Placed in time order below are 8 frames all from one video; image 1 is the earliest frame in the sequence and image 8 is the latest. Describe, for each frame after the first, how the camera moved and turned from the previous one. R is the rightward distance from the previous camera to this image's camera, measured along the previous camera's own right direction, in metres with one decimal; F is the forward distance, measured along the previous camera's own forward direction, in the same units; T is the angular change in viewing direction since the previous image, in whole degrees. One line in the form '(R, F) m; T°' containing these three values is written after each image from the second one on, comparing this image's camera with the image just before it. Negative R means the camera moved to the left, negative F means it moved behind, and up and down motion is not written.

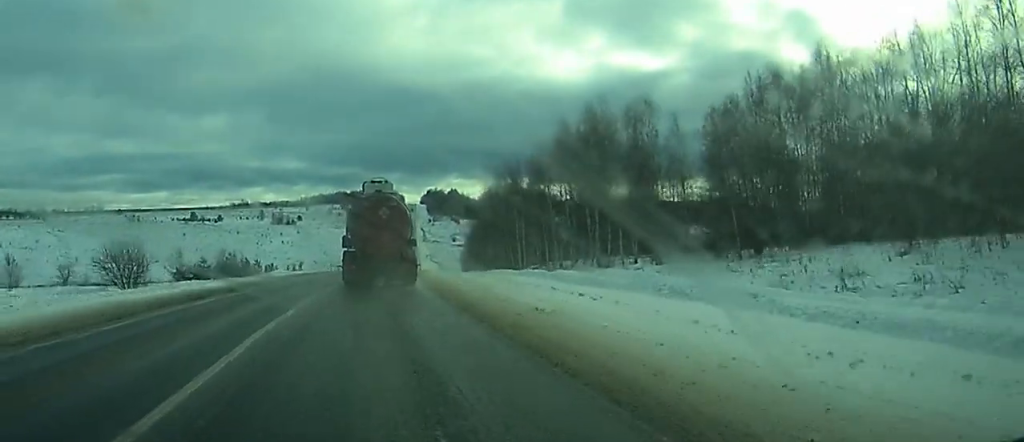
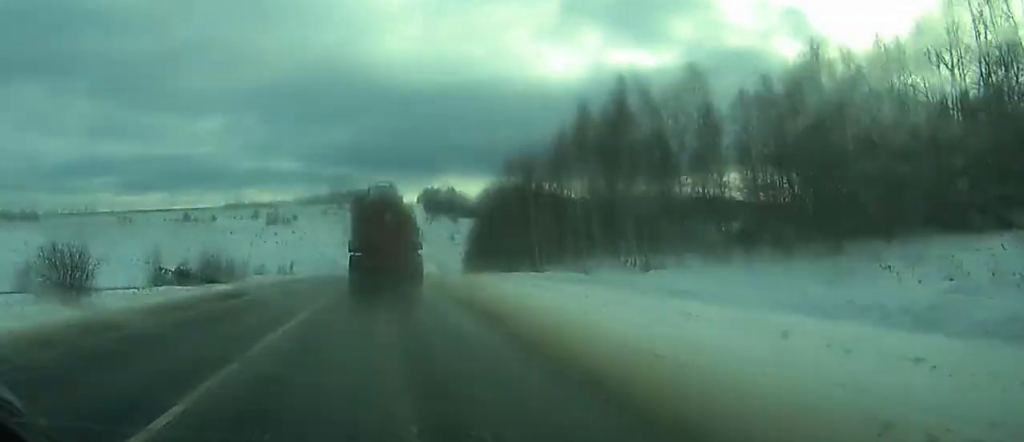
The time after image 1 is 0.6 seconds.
(-0.1, +12.2) m; +1°
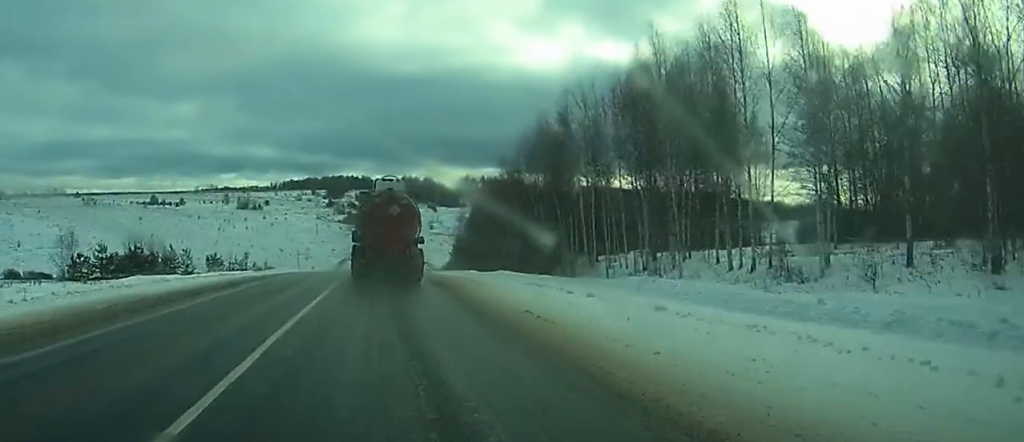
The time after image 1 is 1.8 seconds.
(+0.6, +26.7) m; +2°
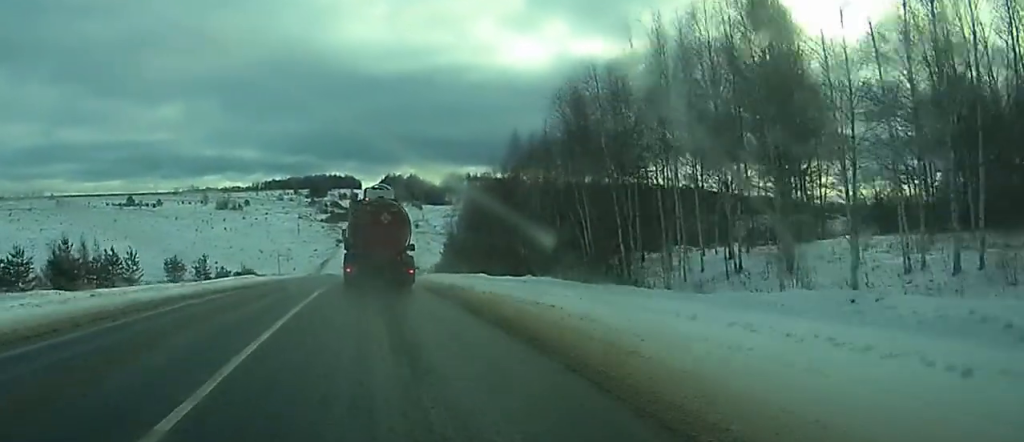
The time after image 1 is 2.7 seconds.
(+0.1, +18.9) m; +1°
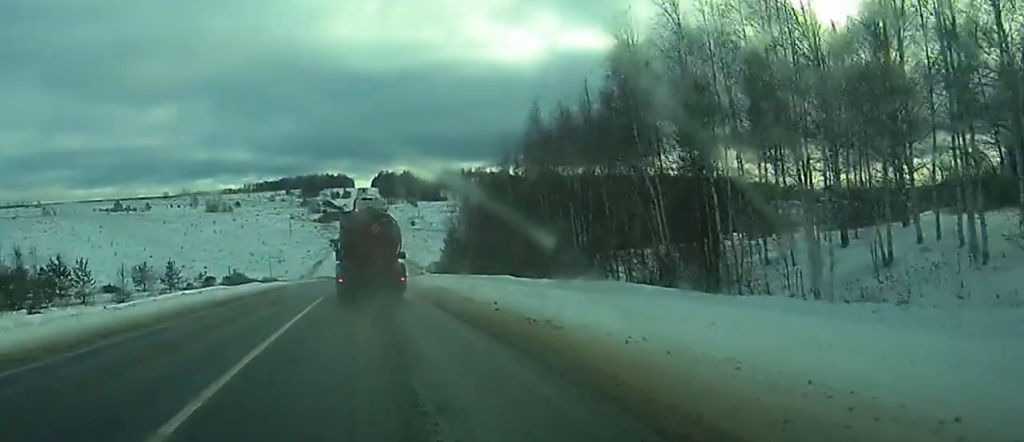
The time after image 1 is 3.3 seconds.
(+0.1, +14.6) m; 0°
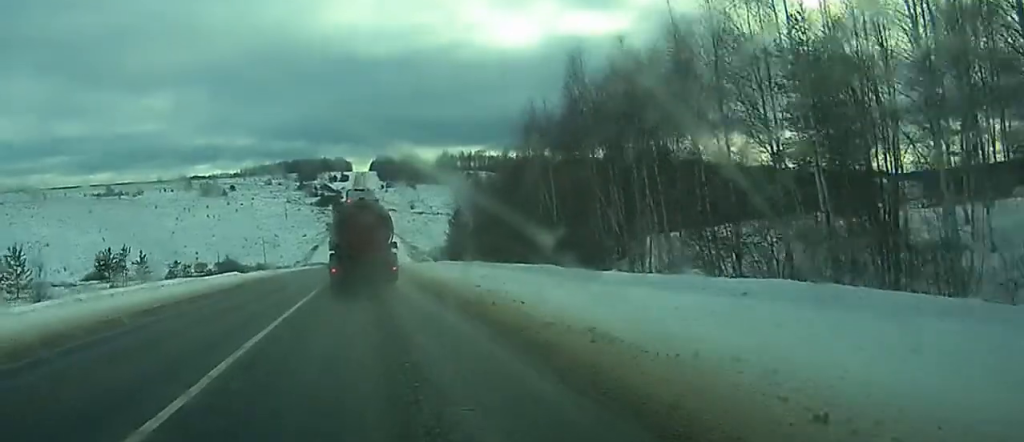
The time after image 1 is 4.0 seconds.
(0.0, +14.7) m; 0°
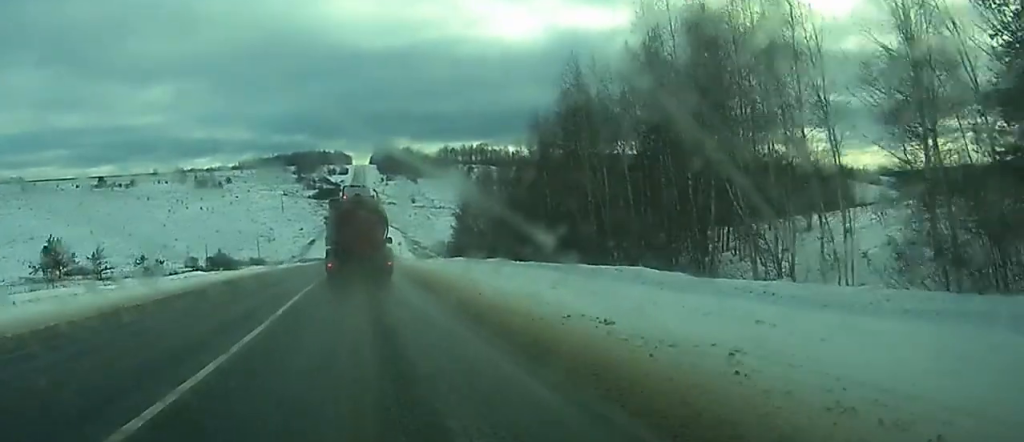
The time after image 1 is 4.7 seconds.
(0.0, +15.5) m; 0°
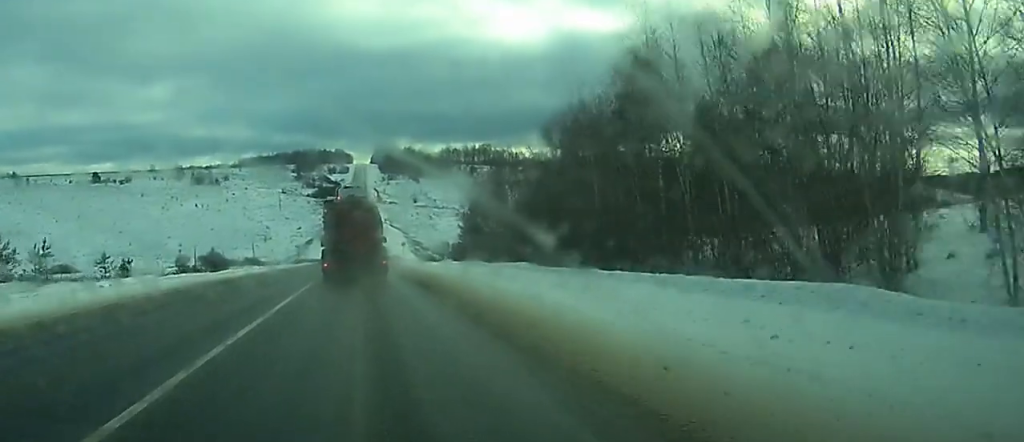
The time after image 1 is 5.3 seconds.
(0.0, +14.0) m; 0°
